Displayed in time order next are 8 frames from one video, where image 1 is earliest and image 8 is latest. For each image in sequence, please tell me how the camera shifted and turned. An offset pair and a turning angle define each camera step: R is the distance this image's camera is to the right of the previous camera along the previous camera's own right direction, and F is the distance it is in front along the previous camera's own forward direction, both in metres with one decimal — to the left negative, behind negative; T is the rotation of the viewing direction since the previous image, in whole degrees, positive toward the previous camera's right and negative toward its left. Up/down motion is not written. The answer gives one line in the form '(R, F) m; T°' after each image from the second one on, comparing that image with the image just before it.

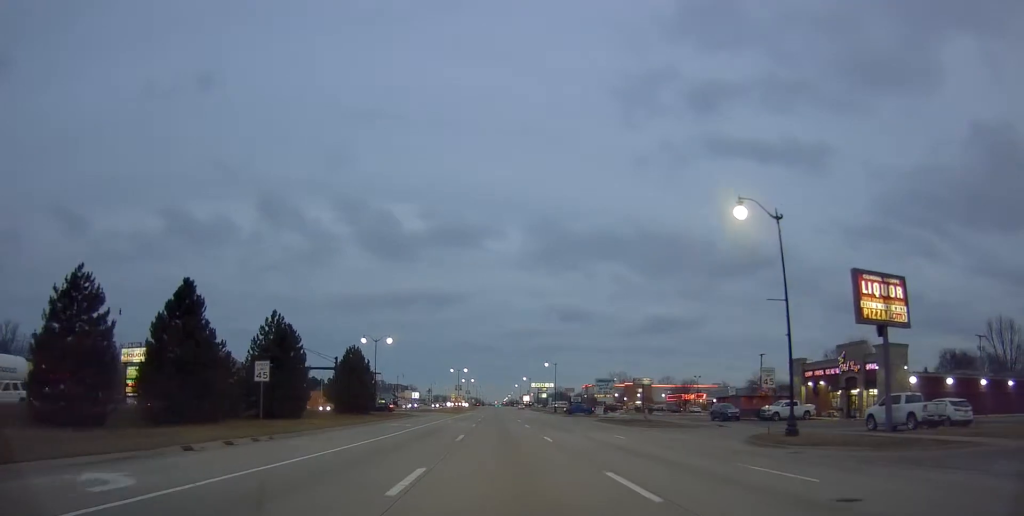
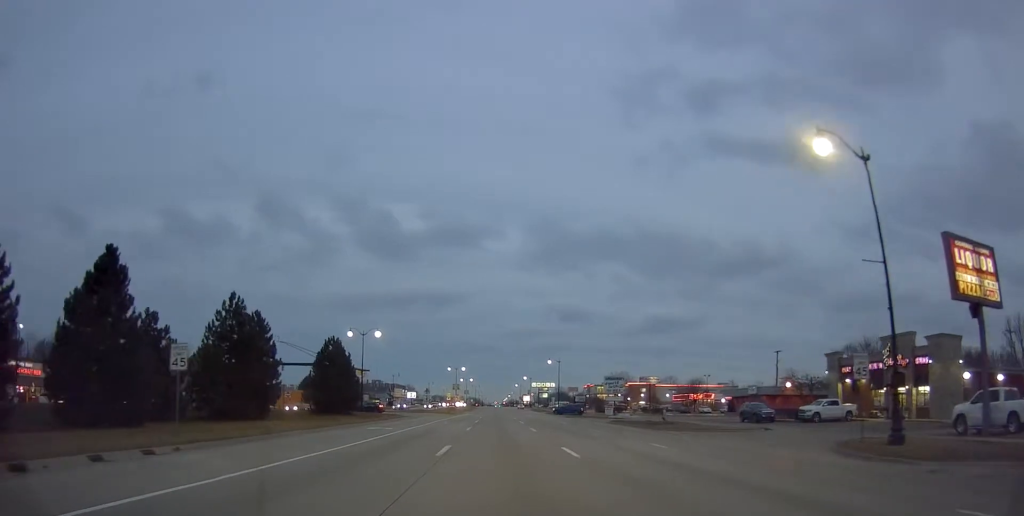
(+0.1, +8.1) m; -1°
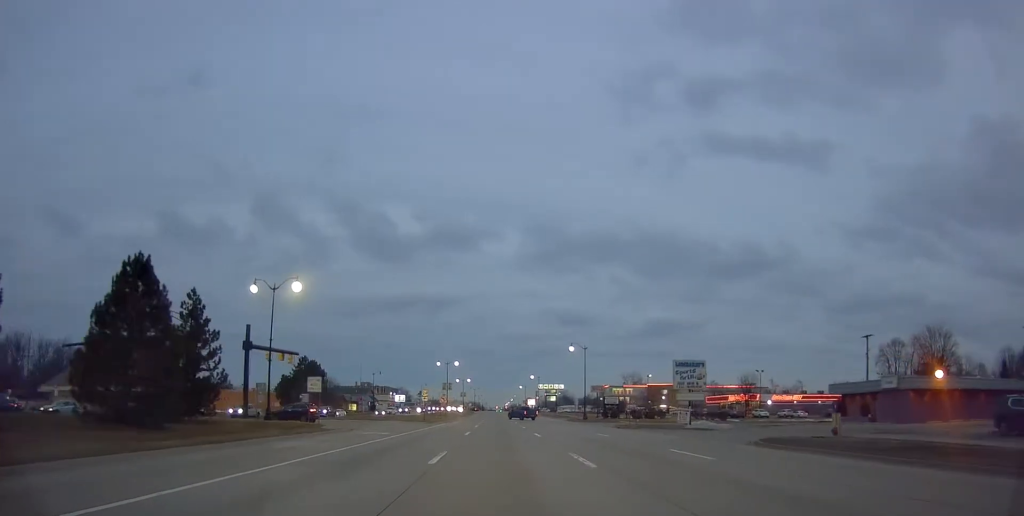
(-0.7, +32.7) m; -1°
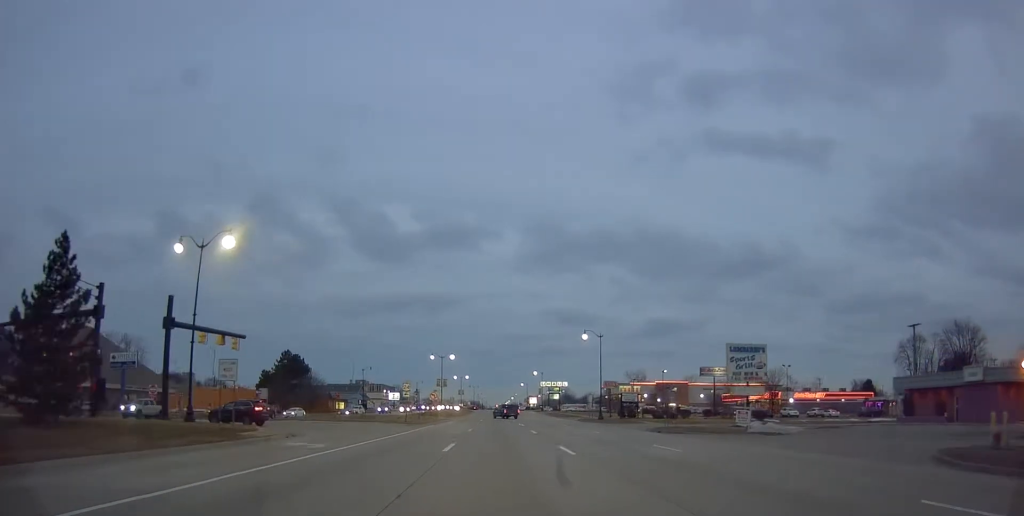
(+0.5, +12.5) m; 0°
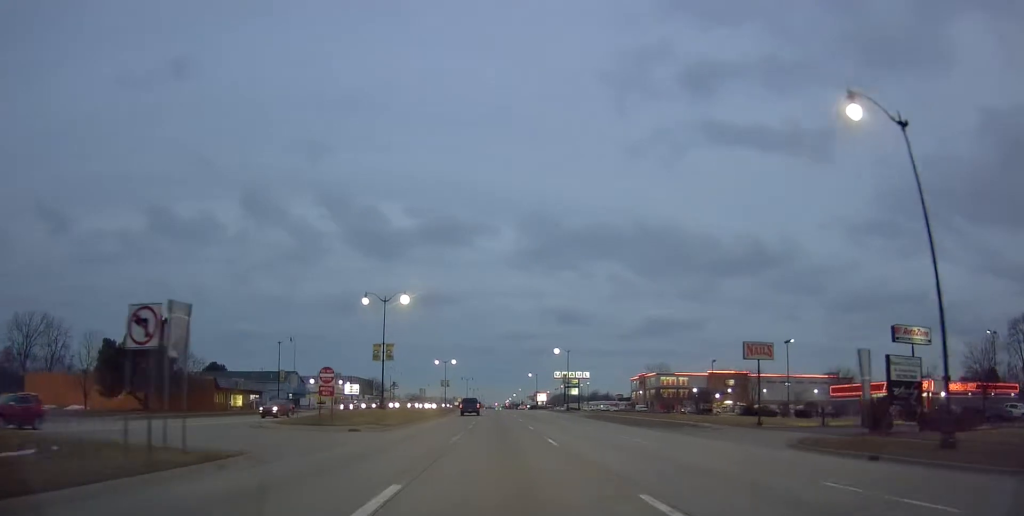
(+0.8, +57.3) m; +2°
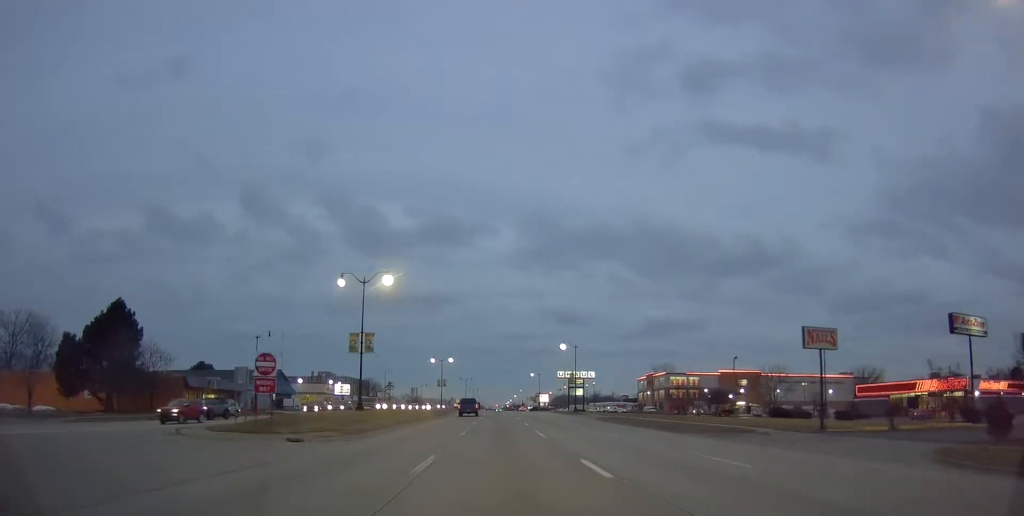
(0.0, +9.1) m; 0°
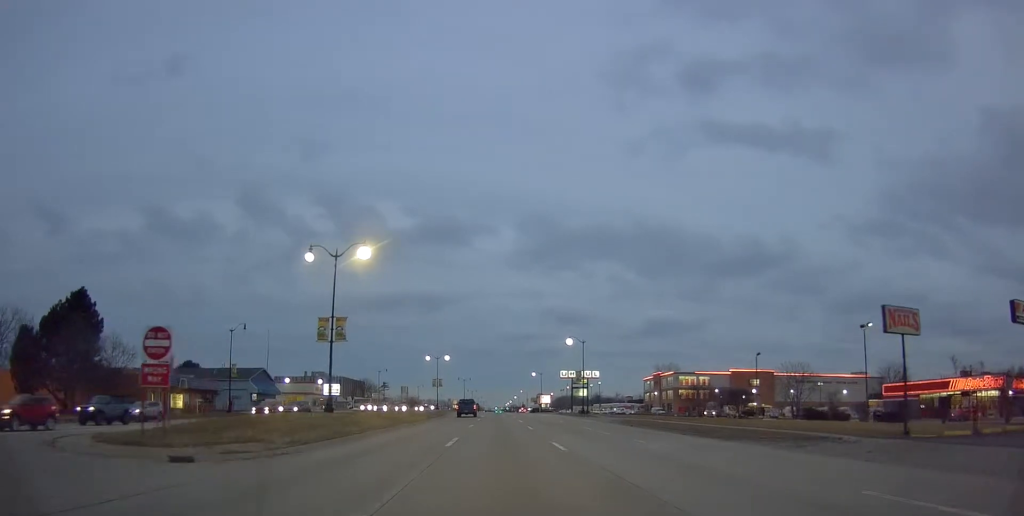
(0.0, +8.4) m; 0°
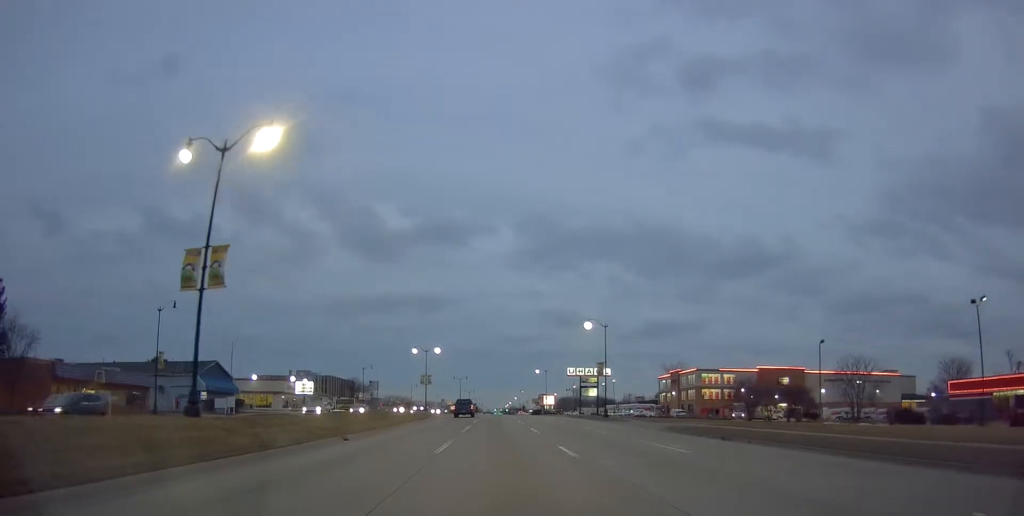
(-0.2, +17.6) m; 0°
